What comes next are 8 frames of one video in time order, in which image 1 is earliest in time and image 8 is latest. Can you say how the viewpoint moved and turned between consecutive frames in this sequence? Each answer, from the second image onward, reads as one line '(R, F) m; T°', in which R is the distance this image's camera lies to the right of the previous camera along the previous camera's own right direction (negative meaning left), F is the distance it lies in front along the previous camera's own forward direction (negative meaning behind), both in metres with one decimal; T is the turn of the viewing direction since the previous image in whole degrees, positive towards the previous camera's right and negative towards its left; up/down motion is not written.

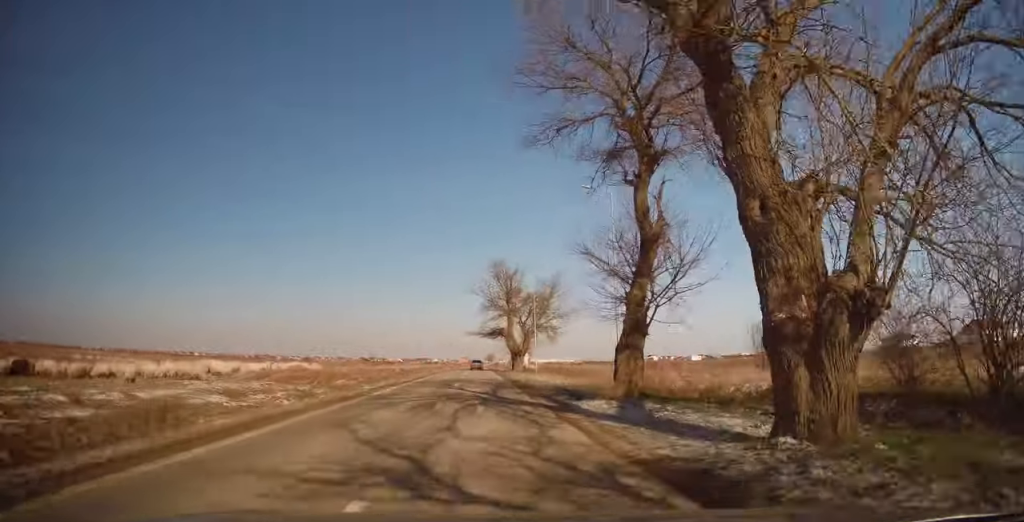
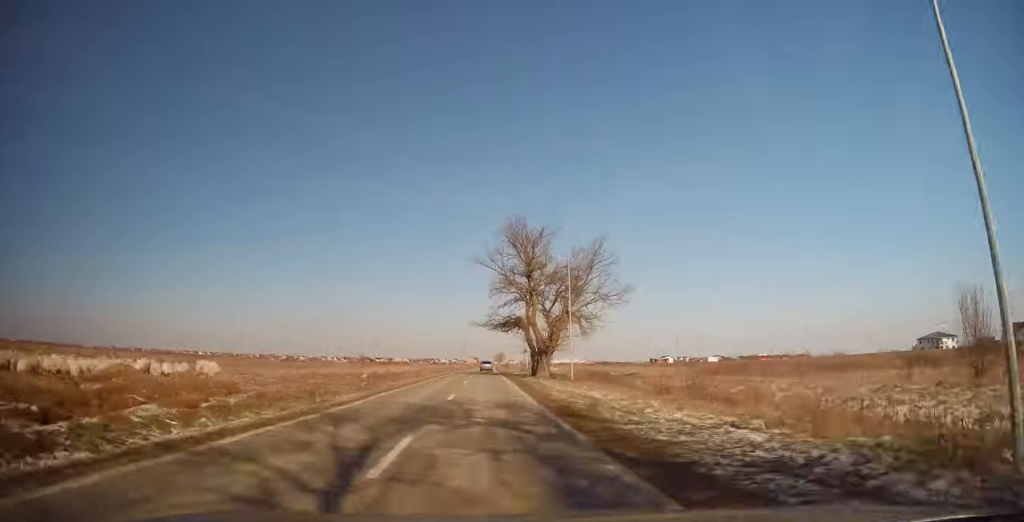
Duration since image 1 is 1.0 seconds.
(-0.3, +19.7) m; -1°
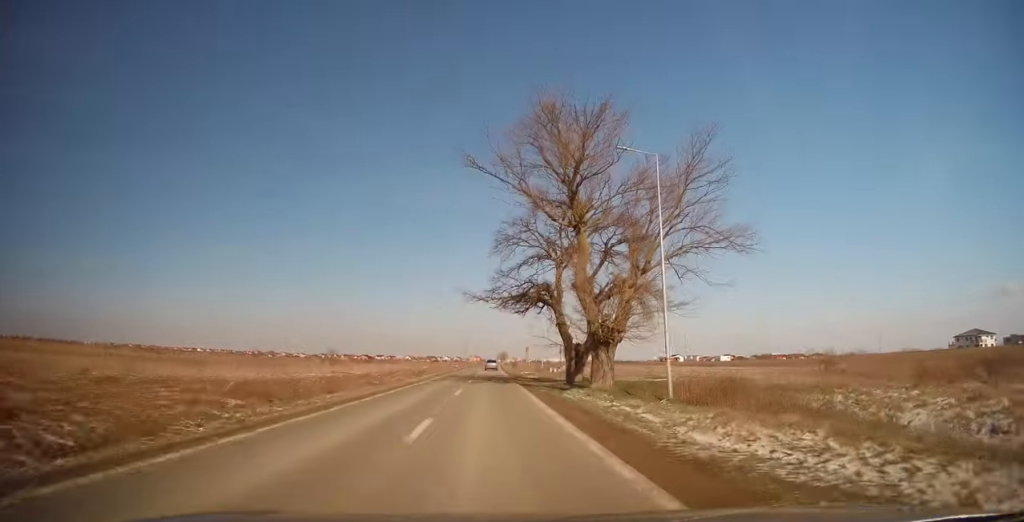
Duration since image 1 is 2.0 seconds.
(-0.1, +21.1) m; -1°
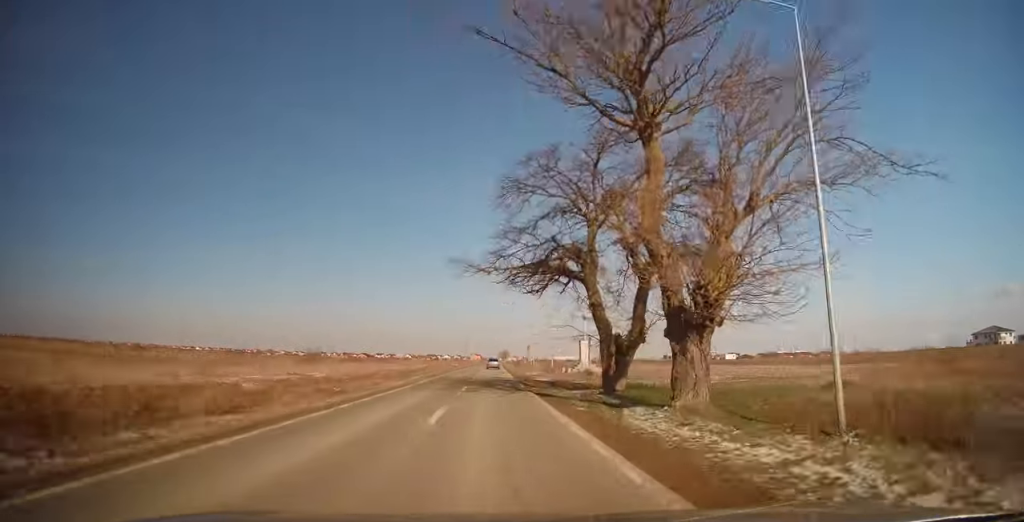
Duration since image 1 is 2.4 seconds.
(+0.2, +10.0) m; 0°
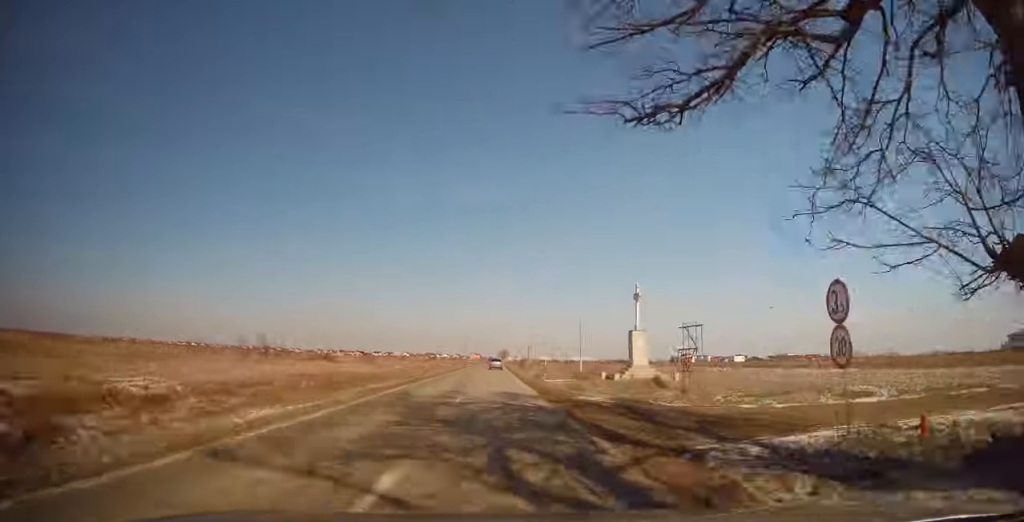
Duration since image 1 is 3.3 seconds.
(-0.4, +19.4) m; 0°
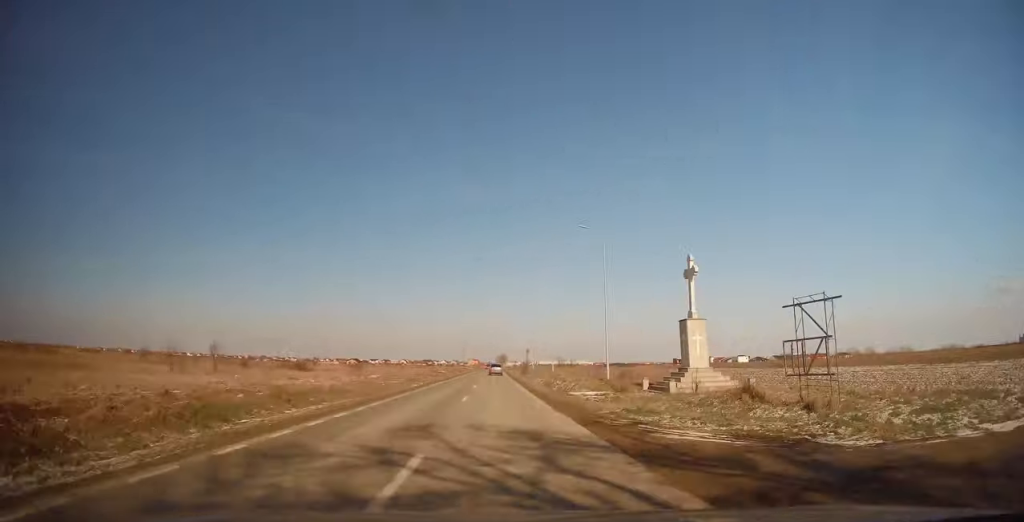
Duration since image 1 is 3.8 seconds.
(+0.1, +10.1) m; +1°
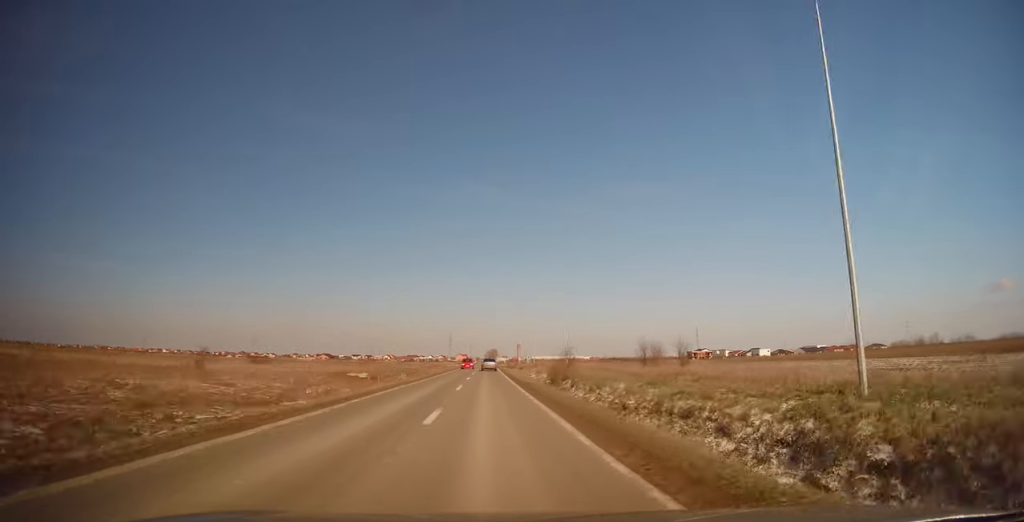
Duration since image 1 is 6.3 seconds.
(+1.3, +54.7) m; +1°
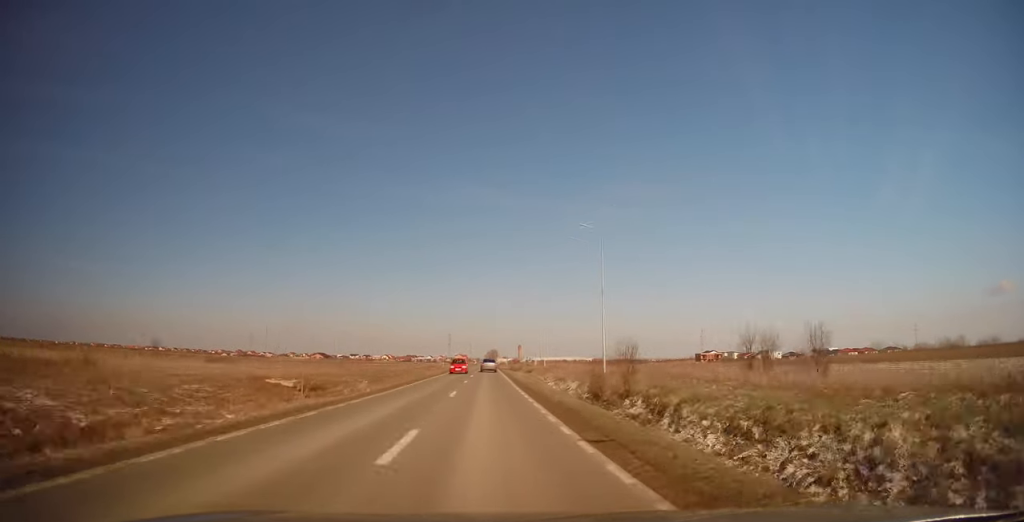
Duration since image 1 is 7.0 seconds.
(0.0, +15.5) m; 0°
